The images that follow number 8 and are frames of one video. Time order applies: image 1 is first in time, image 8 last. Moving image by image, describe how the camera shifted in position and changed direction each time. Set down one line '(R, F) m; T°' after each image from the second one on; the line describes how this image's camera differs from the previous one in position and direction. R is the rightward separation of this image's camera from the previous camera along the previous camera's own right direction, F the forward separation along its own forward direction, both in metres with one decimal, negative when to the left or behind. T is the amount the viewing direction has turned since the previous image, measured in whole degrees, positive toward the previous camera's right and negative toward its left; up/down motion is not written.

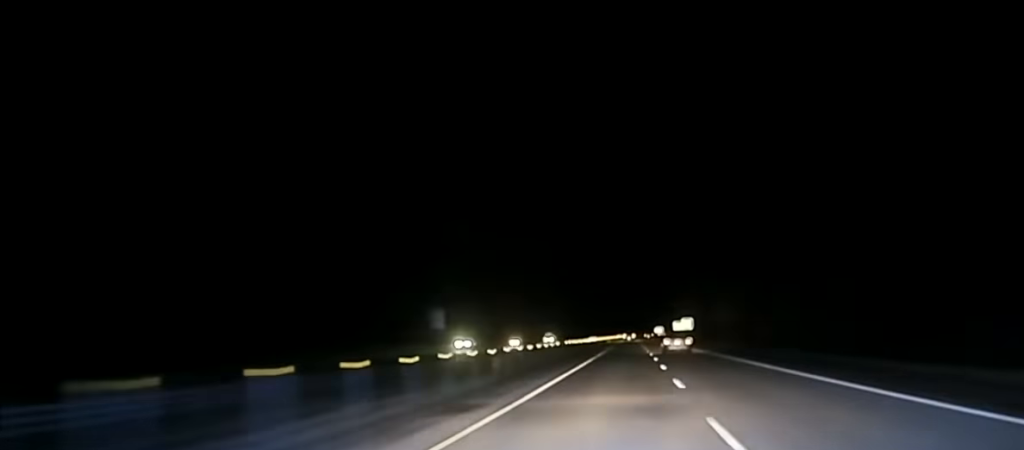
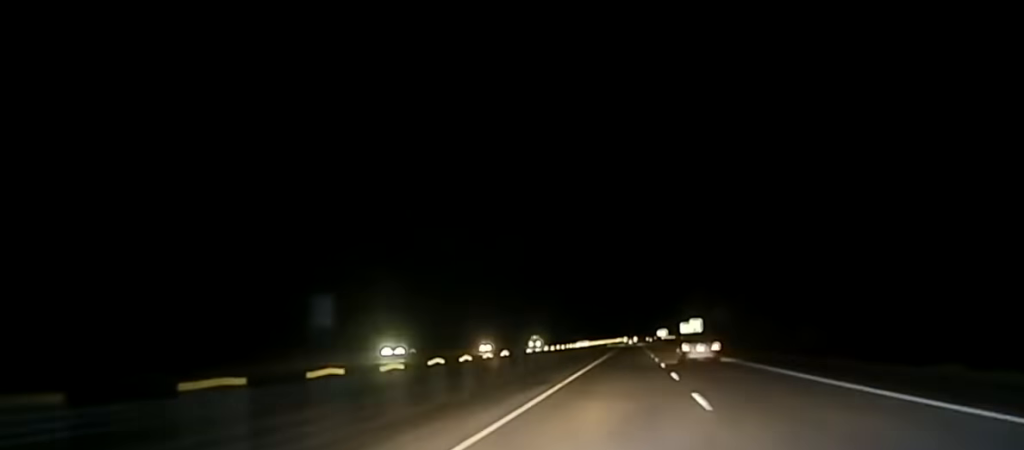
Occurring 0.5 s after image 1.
(0.0, +28.0) m; 0°
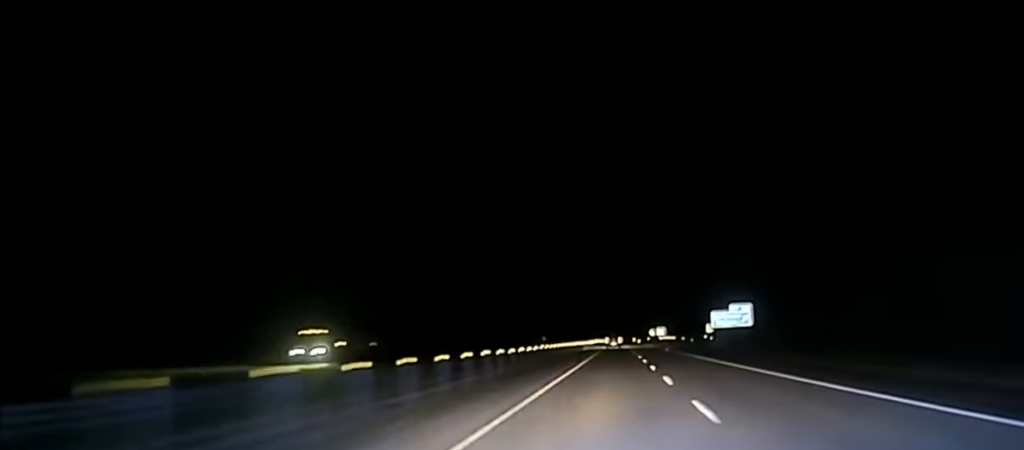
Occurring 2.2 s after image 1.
(+0.6, +109.2) m; +1°
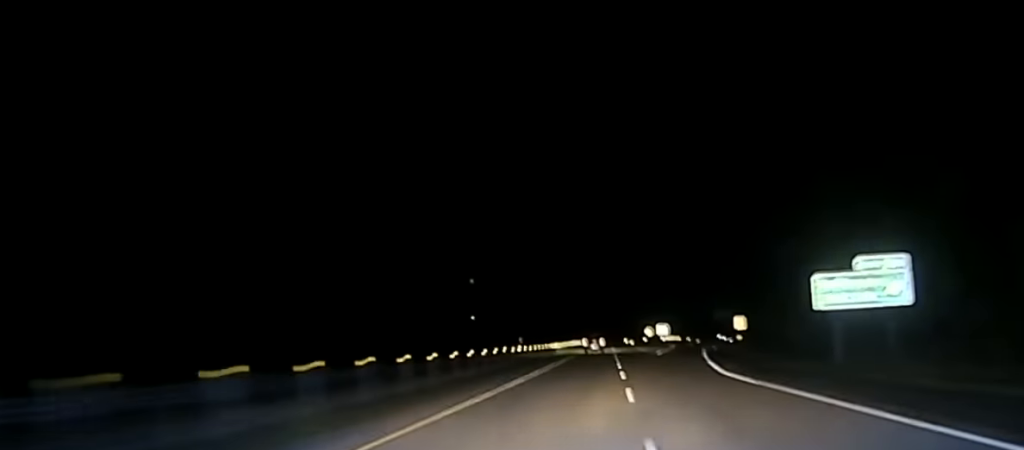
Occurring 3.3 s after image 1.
(+0.4, +68.4) m; 0°
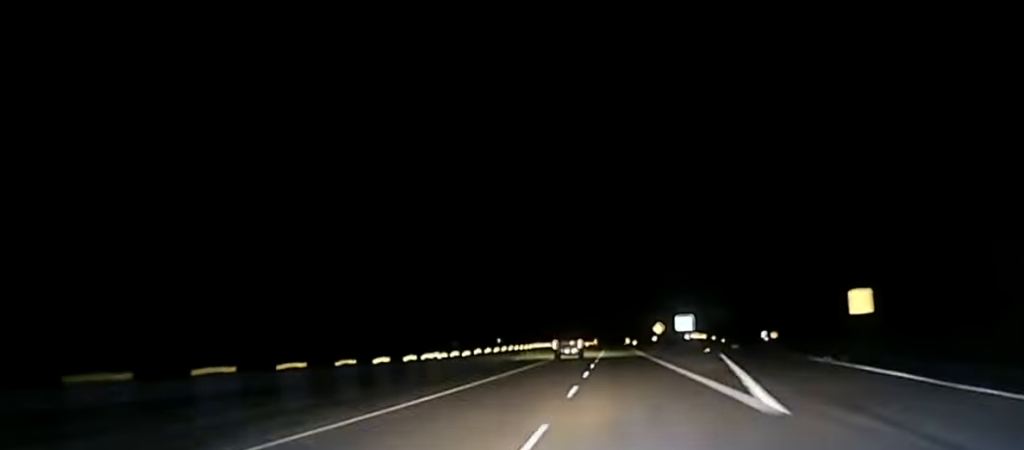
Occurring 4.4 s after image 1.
(-0.1, +72.9) m; 0°
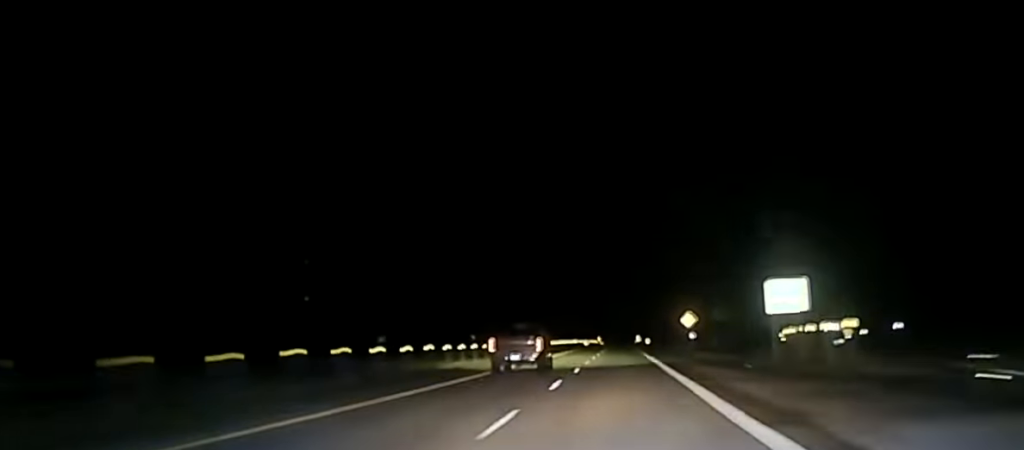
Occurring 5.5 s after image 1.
(-0.4, +76.1) m; 0°
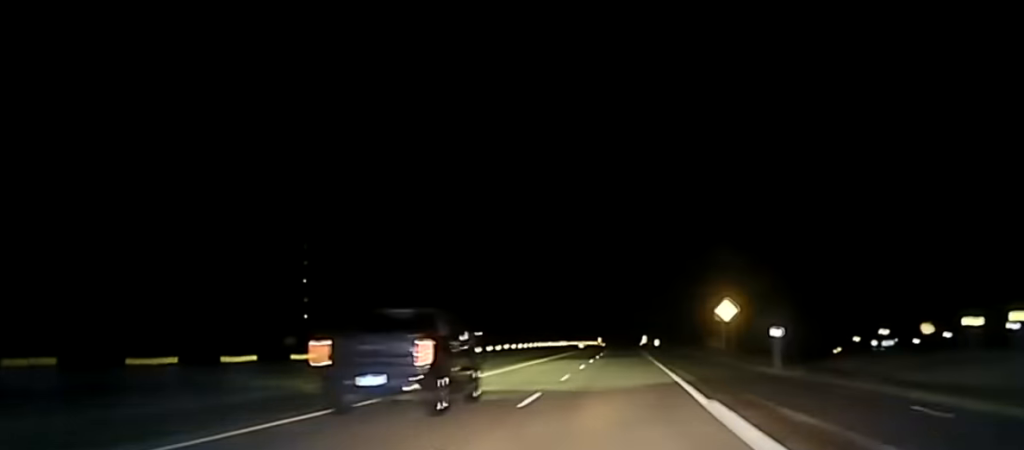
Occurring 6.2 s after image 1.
(-0.1, +47.9) m; 0°
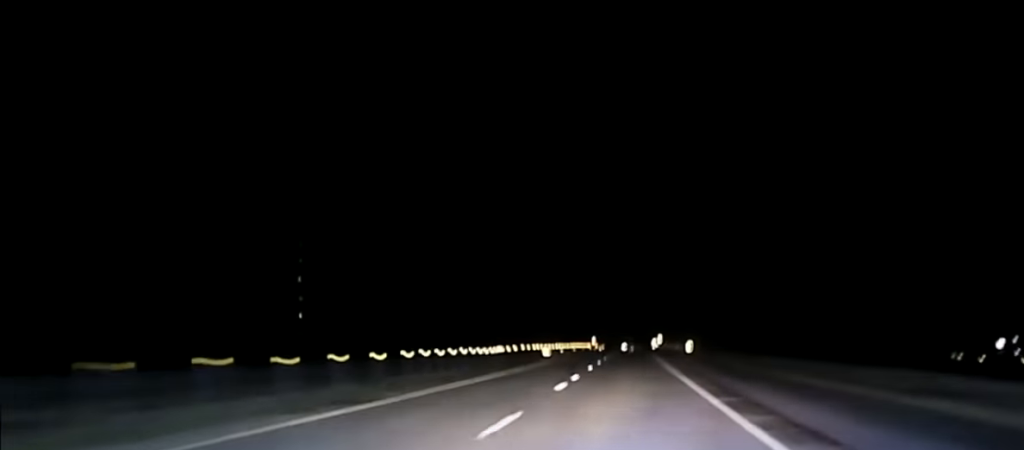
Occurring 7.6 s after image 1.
(-0.1, +85.7) m; 0°
